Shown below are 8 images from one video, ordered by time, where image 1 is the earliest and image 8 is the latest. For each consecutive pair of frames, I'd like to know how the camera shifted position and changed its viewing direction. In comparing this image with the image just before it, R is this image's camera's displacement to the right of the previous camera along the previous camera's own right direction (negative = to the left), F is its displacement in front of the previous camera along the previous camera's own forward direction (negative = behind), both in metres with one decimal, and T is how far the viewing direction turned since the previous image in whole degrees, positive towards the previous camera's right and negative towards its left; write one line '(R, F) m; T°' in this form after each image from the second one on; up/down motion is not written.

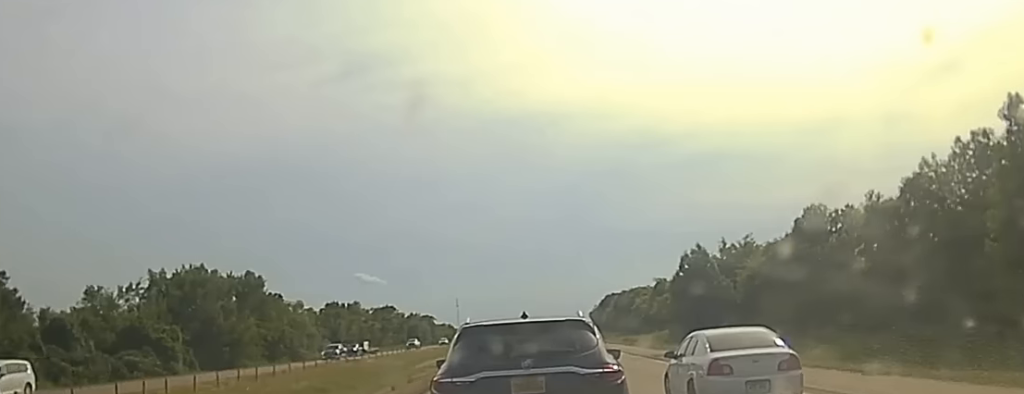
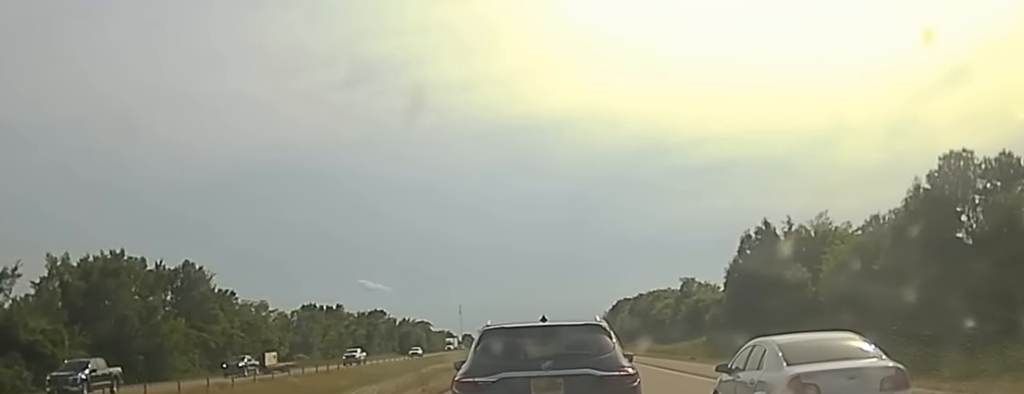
(-0.1, +34.9) m; -1°
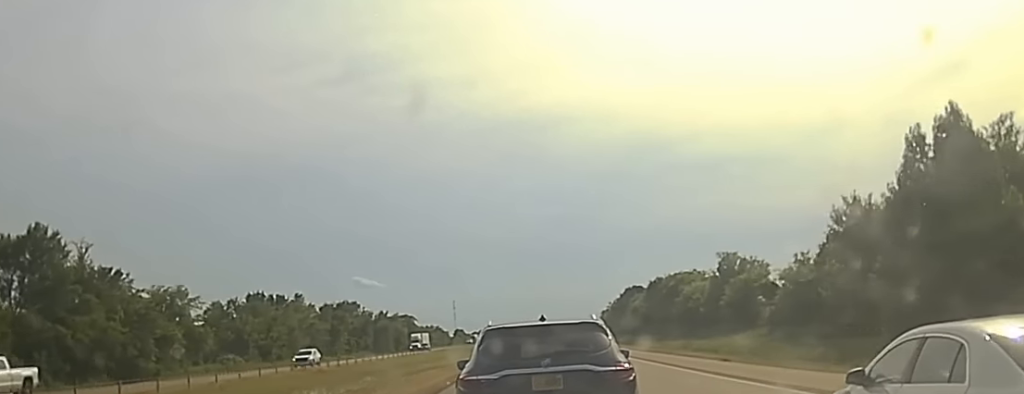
(-0.5, +42.8) m; 0°
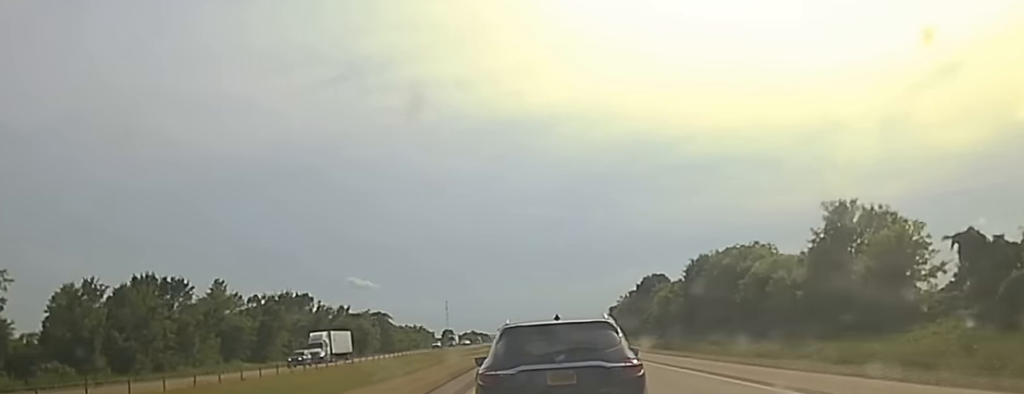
(+0.8, +54.6) m; +1°
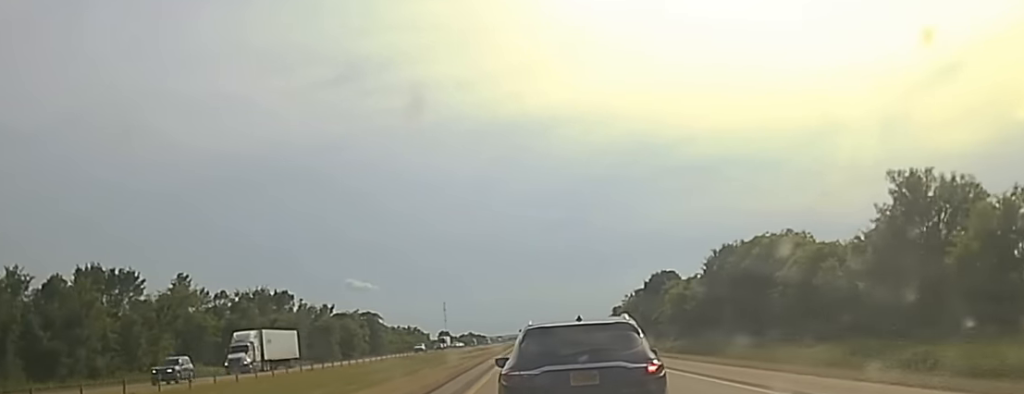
(-0.1, +17.5) m; 0°
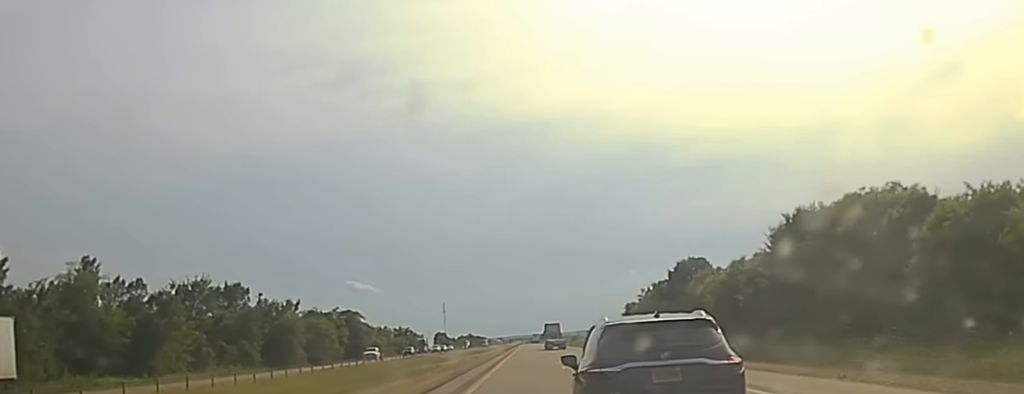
(+0.4, +34.9) m; 0°
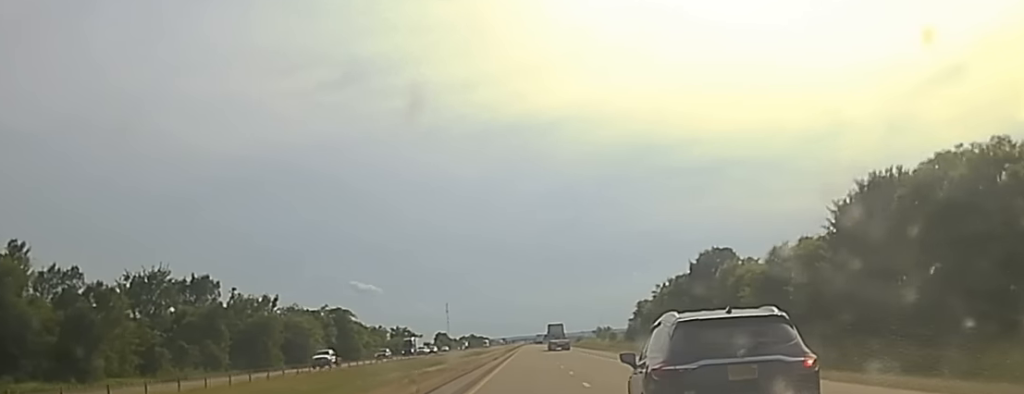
(-0.3, +19.3) m; 0°
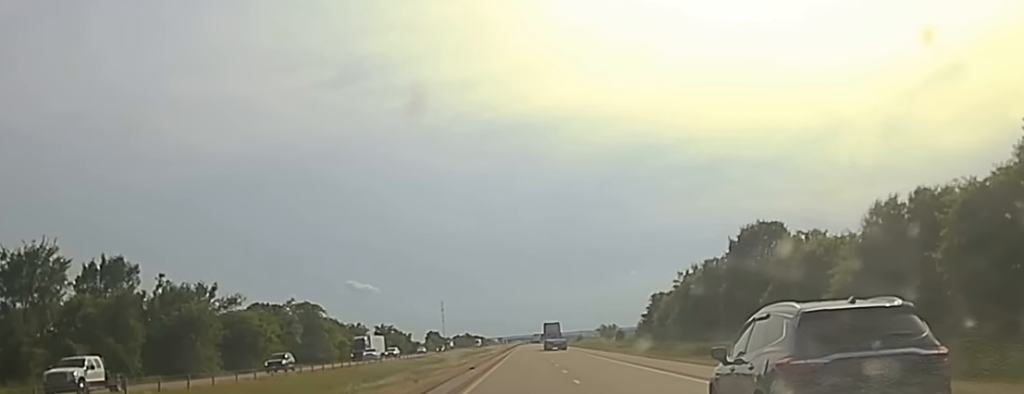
(-0.2, +32.8) m; -1°
